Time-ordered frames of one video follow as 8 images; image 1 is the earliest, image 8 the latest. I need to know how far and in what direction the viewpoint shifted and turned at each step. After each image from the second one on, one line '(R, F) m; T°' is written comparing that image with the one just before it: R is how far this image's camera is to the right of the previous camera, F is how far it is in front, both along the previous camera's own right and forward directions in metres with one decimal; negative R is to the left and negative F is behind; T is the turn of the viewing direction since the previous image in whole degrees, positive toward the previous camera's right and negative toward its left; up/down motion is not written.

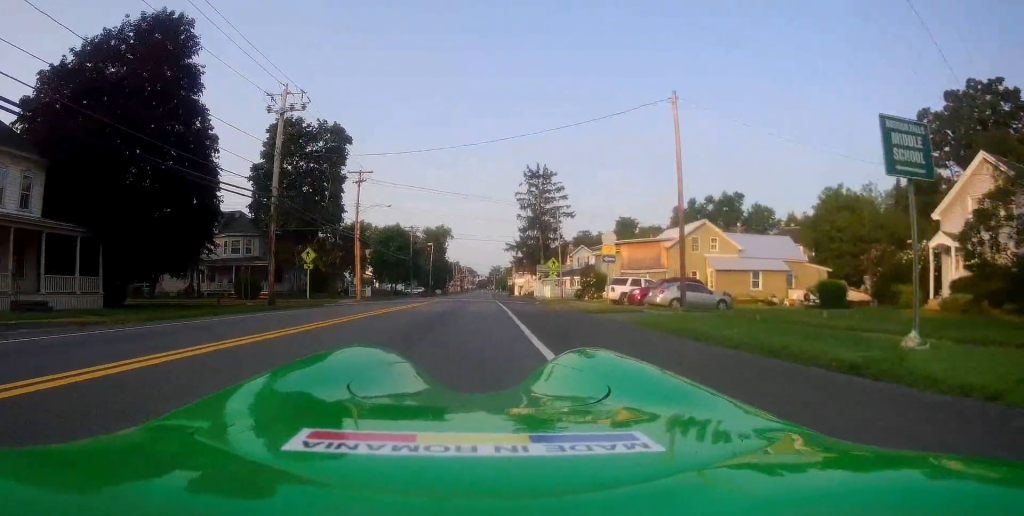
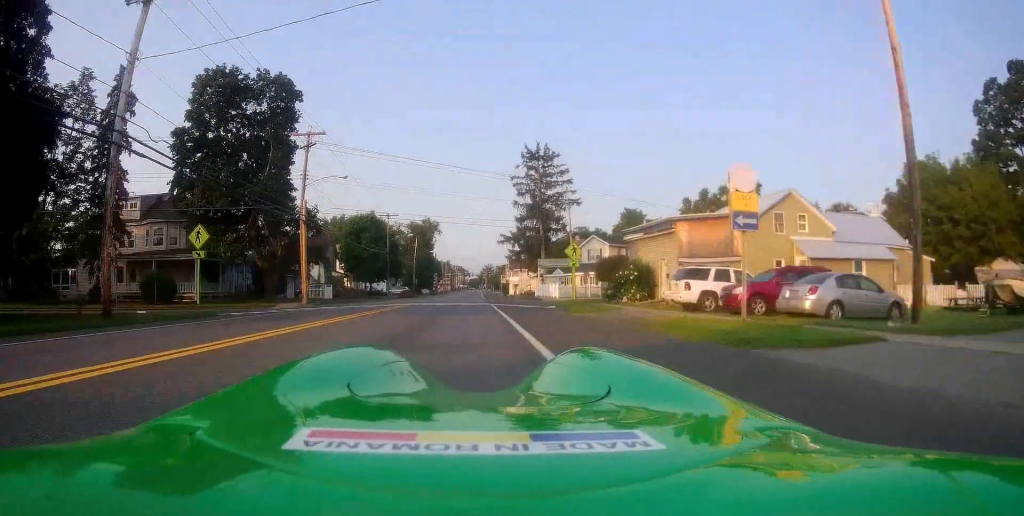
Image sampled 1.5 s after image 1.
(+0.4, +14.0) m; +1°
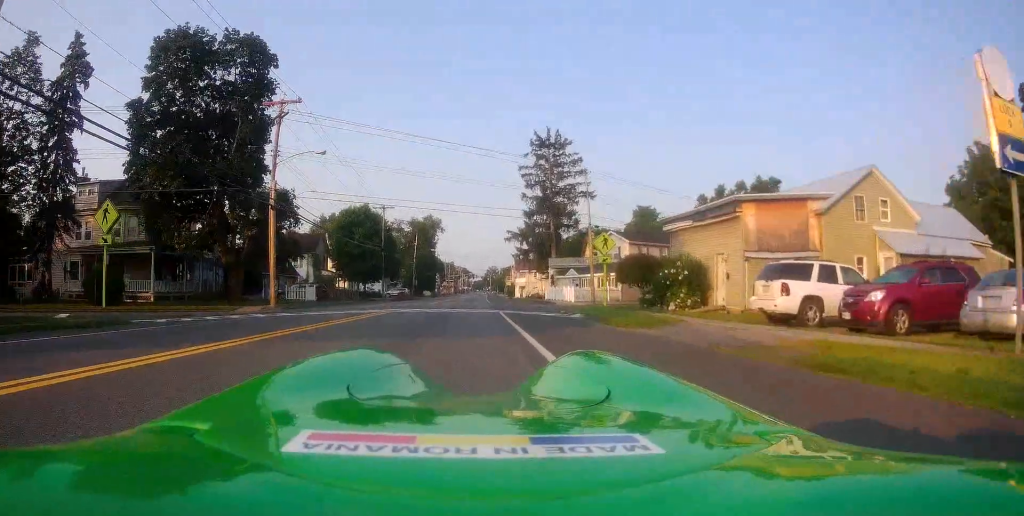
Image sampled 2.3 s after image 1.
(-0.3, +7.1) m; -5°
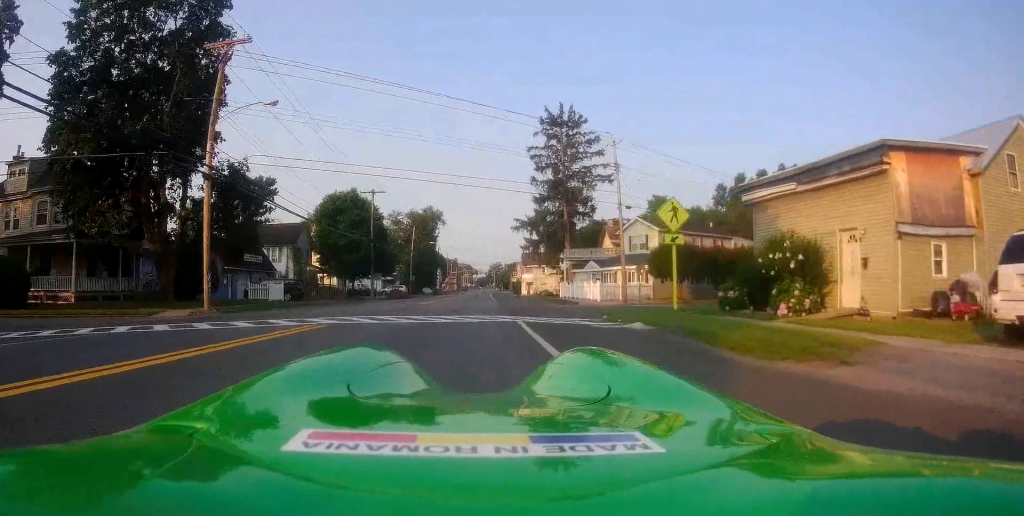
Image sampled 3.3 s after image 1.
(-0.5, +8.7) m; -1°
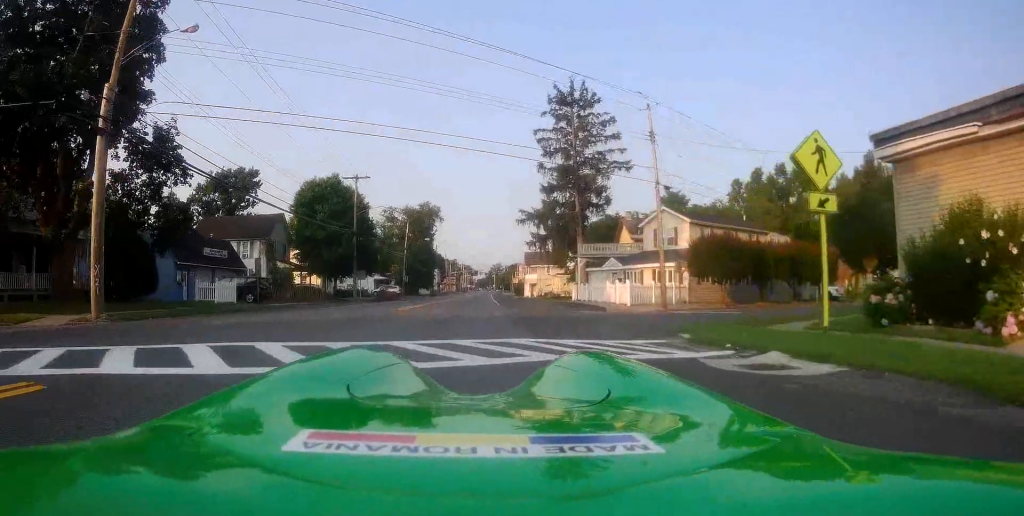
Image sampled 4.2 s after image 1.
(+0.2, +8.0) m; 0°
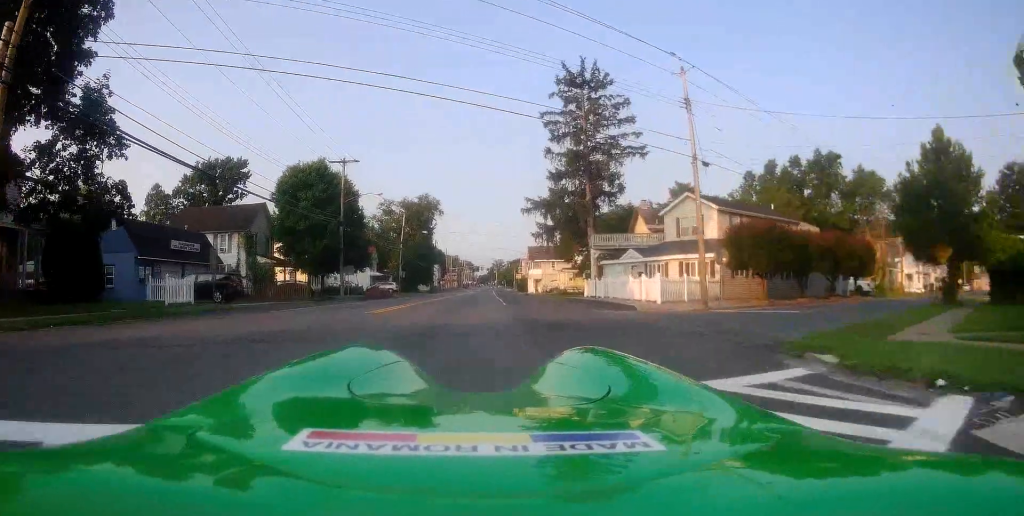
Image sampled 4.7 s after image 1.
(+0.1, +4.9) m; 0°
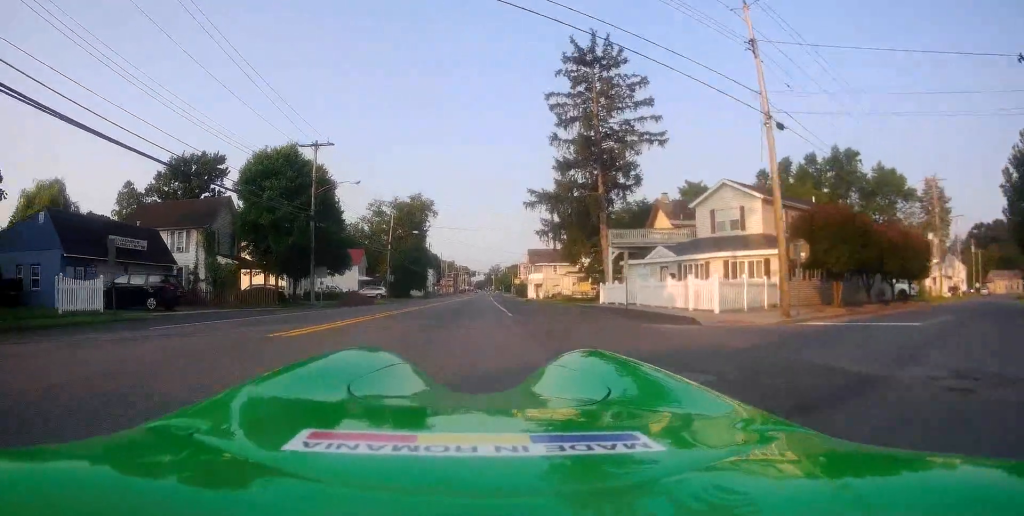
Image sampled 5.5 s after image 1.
(-0.5, +7.2) m; +2°
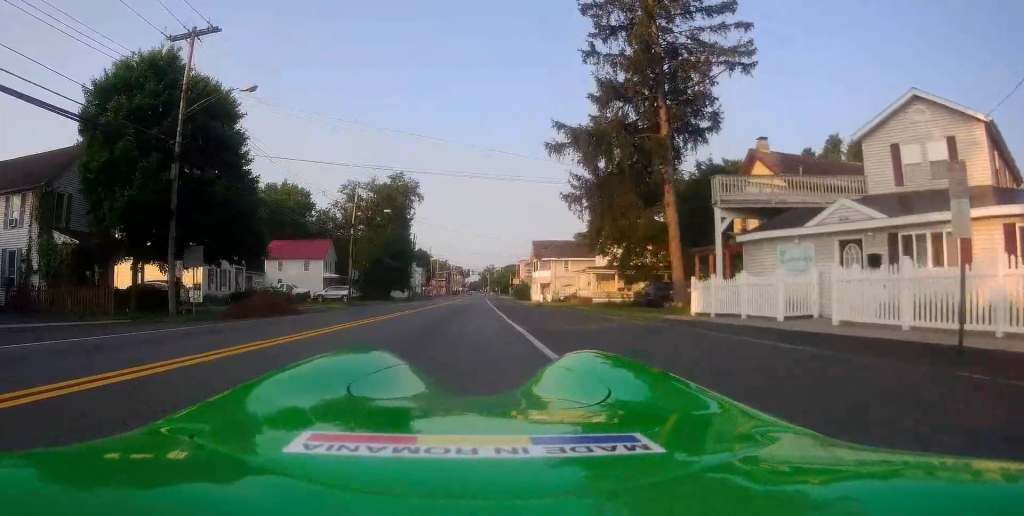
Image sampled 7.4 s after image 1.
(+1.1, +17.0) m; +4°
